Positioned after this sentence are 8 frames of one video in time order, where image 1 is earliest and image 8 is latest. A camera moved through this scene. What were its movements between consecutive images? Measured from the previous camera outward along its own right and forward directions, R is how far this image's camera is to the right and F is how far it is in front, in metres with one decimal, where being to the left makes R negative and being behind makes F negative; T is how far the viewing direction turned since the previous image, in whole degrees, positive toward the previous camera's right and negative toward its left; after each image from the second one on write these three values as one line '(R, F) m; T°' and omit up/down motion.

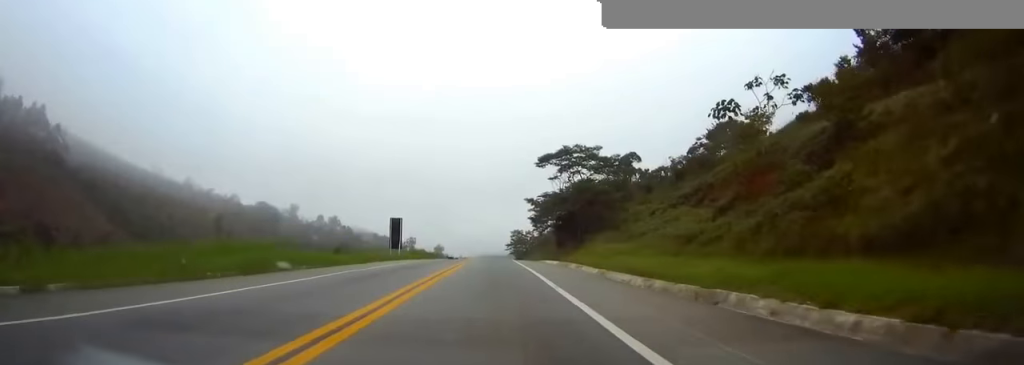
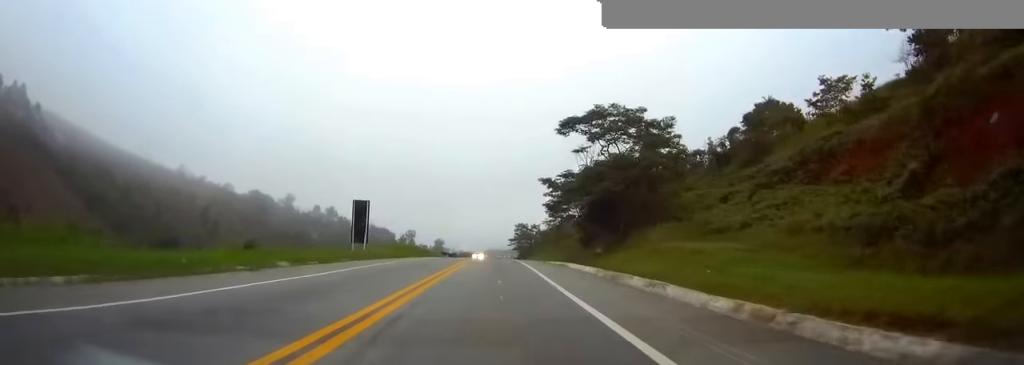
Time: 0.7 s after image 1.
(-0.1, +18.9) m; 0°
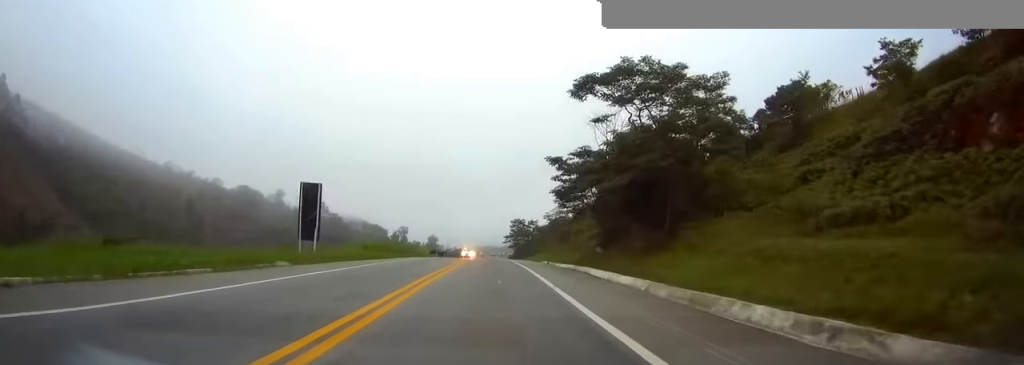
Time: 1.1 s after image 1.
(0.0, +12.2) m; 0°
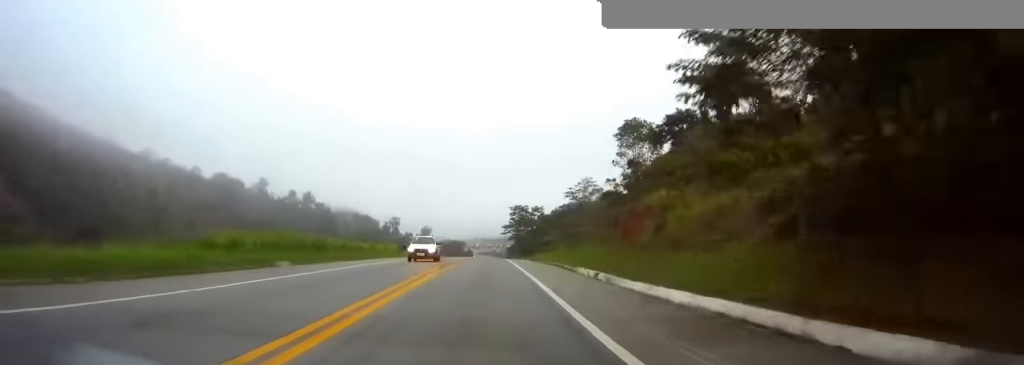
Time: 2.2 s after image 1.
(0.0, +31.2) m; 0°
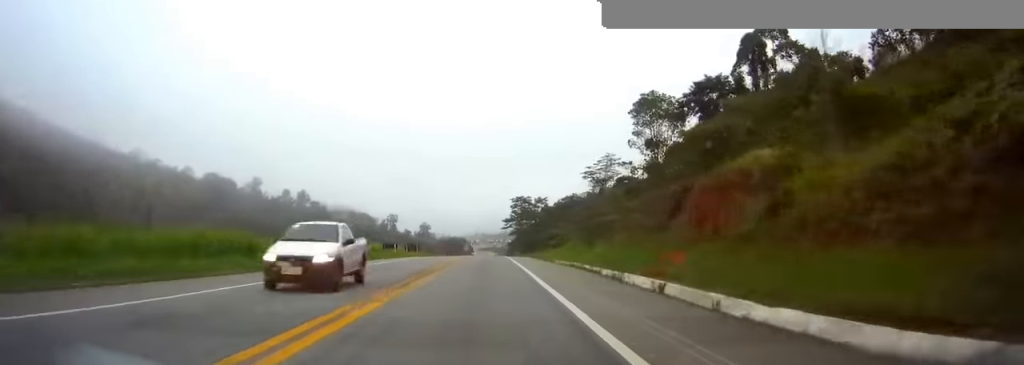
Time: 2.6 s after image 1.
(0.0, +12.3) m; 0°
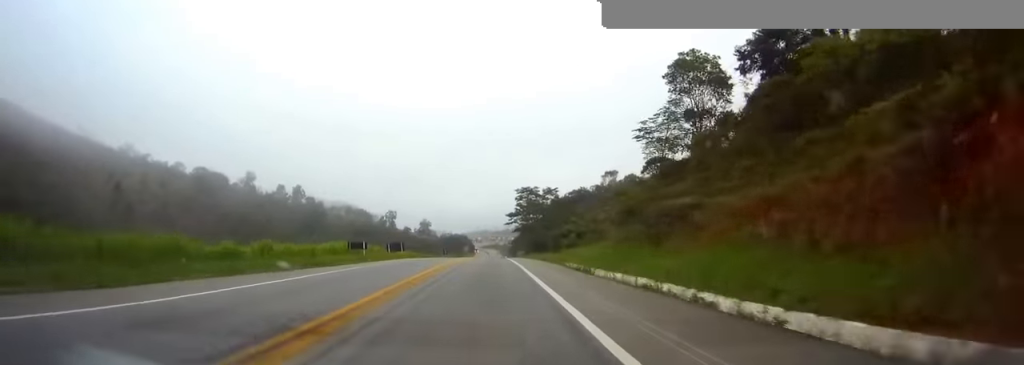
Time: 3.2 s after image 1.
(0.0, +17.0) m; 0°
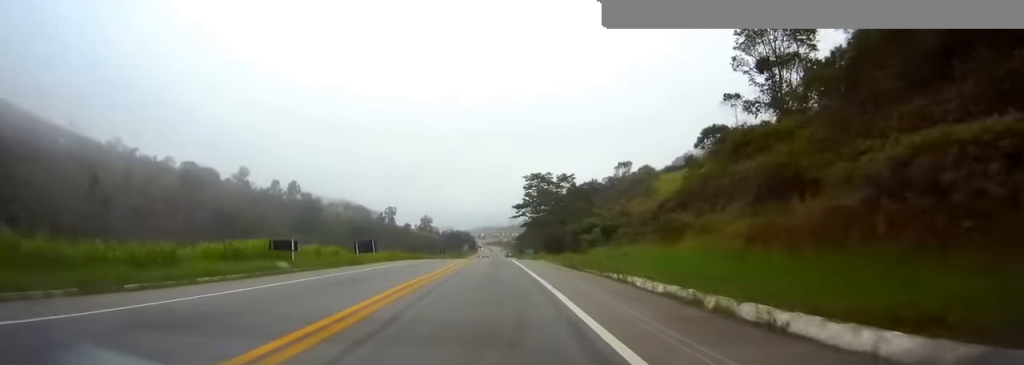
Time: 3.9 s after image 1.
(0.0, +19.0) m; 0°
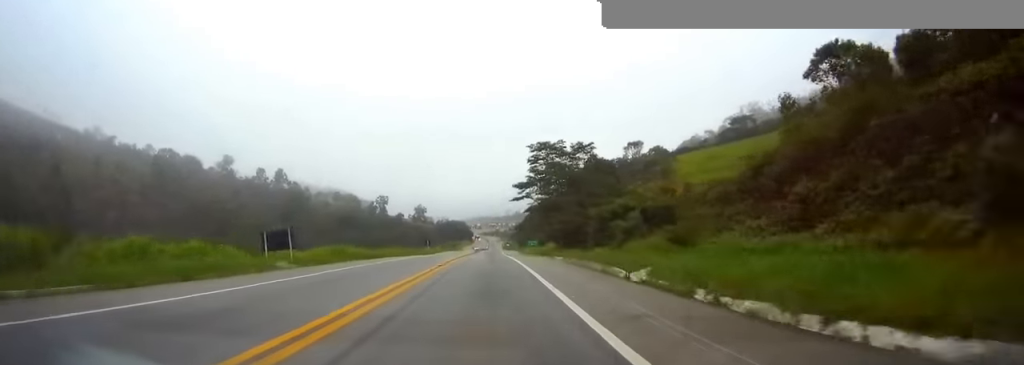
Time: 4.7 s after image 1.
(0.0, +21.9) m; 0°
